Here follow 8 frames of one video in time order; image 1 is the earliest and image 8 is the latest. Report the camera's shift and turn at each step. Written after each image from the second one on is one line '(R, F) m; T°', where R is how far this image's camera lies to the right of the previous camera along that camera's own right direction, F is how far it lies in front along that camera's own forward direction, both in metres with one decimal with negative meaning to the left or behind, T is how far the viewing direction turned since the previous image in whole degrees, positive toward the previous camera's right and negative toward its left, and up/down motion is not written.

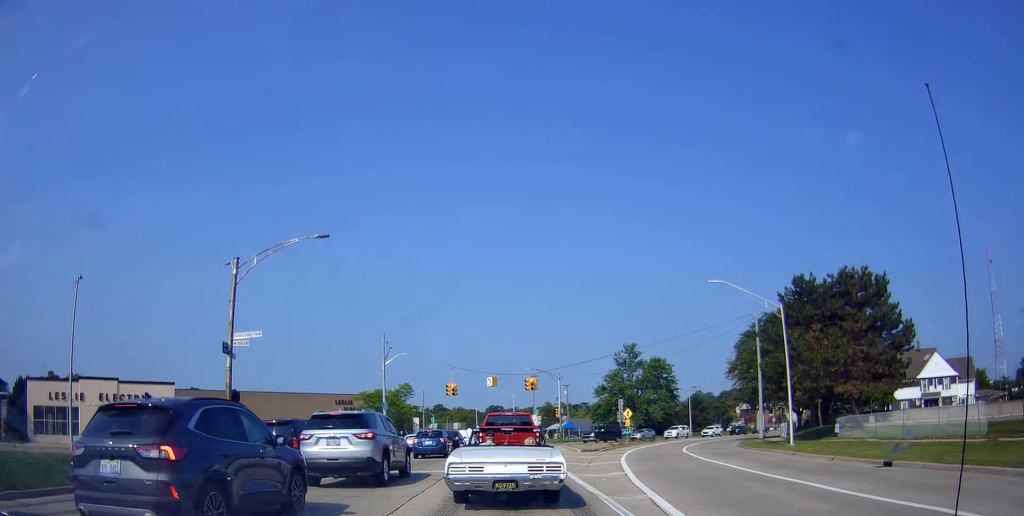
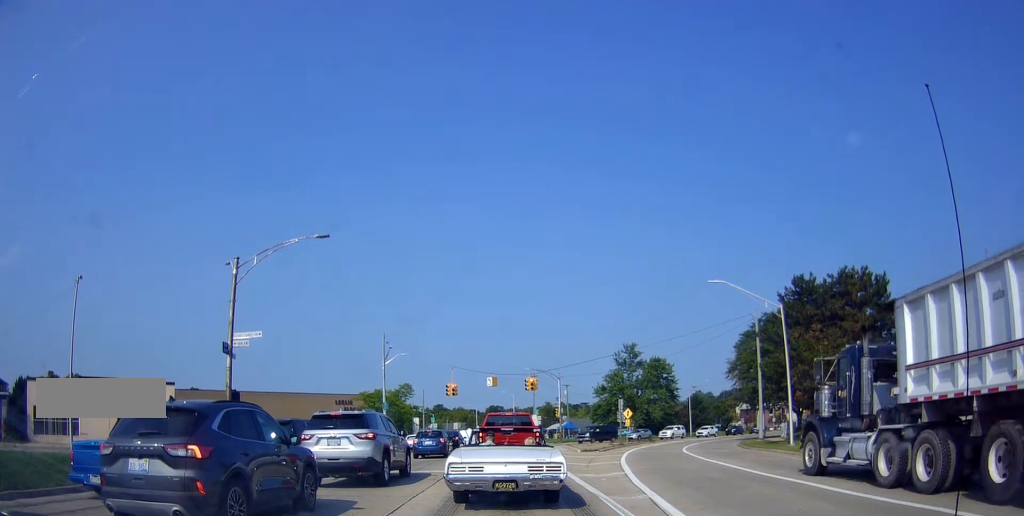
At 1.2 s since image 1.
(0.0, 0.0) m; 0°
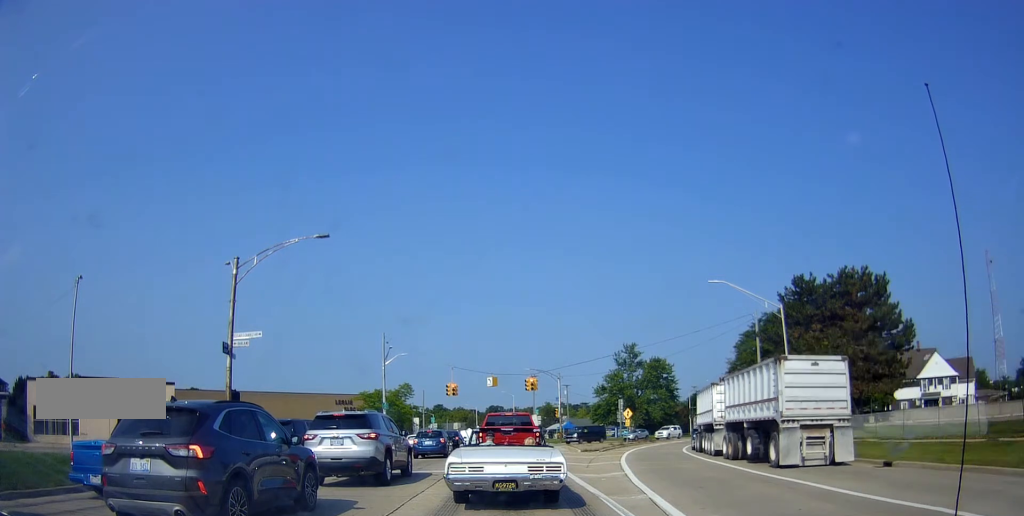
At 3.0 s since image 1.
(0.0, 0.0) m; 0°
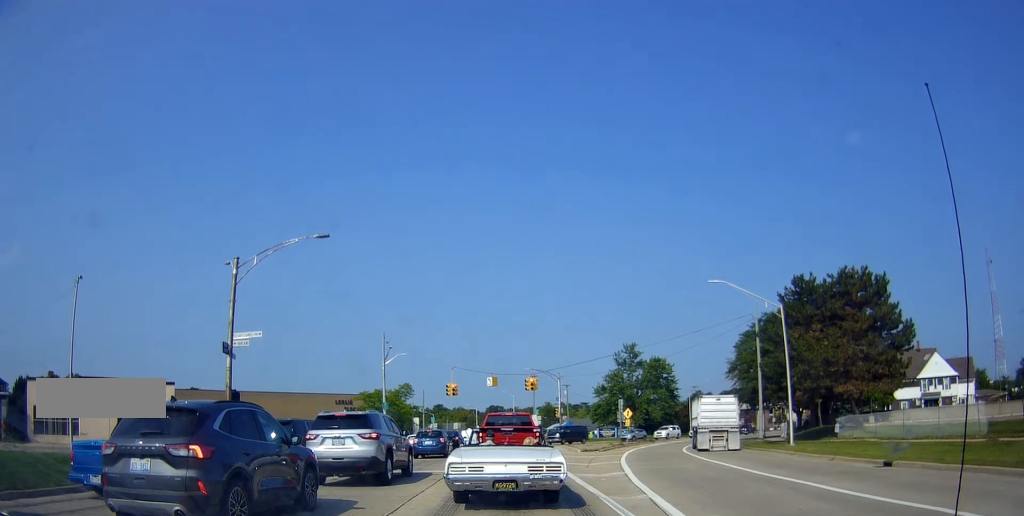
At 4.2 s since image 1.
(0.0, 0.0) m; 0°
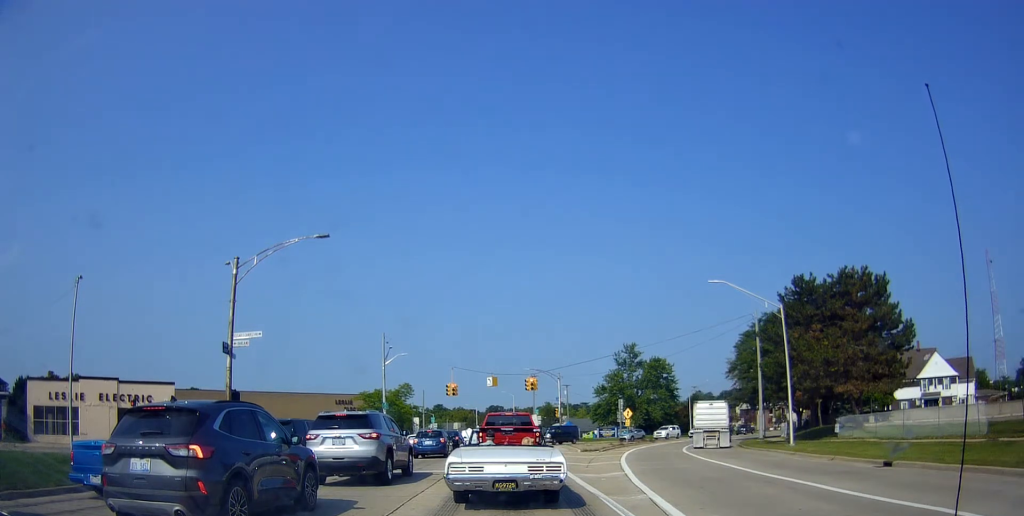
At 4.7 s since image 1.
(0.0, 0.0) m; 0°
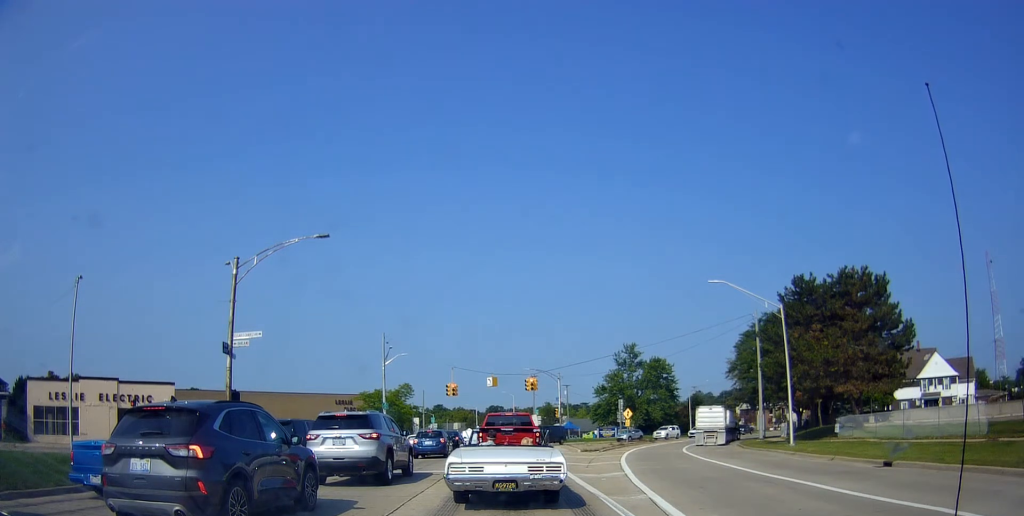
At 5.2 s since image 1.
(0.0, 0.0) m; 0°
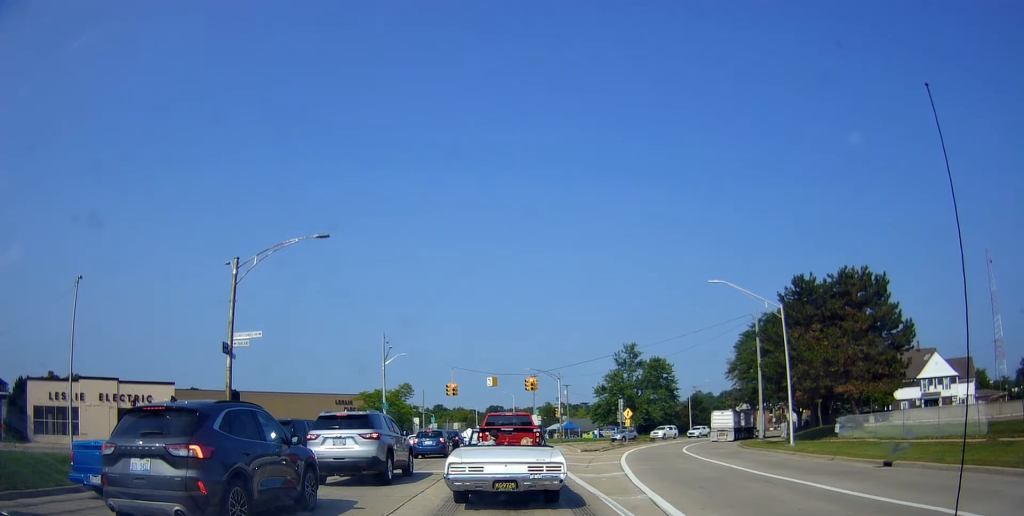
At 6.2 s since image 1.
(0.0, 0.0) m; 0°
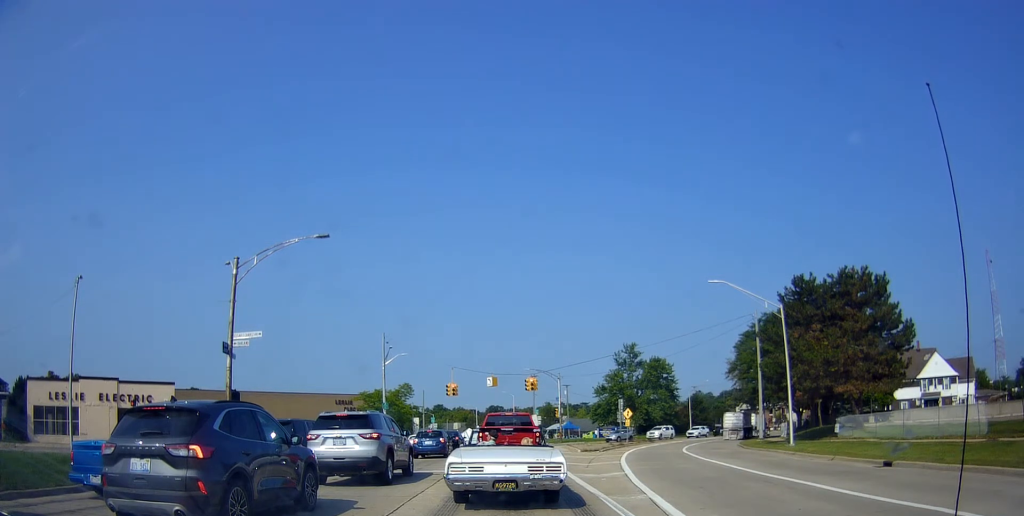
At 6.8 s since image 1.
(0.0, 0.0) m; 0°
